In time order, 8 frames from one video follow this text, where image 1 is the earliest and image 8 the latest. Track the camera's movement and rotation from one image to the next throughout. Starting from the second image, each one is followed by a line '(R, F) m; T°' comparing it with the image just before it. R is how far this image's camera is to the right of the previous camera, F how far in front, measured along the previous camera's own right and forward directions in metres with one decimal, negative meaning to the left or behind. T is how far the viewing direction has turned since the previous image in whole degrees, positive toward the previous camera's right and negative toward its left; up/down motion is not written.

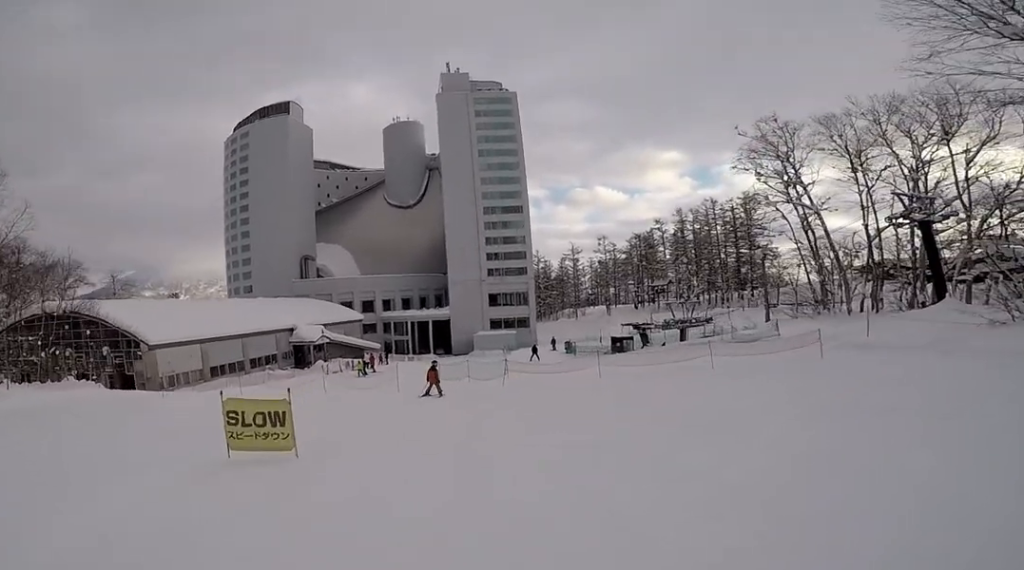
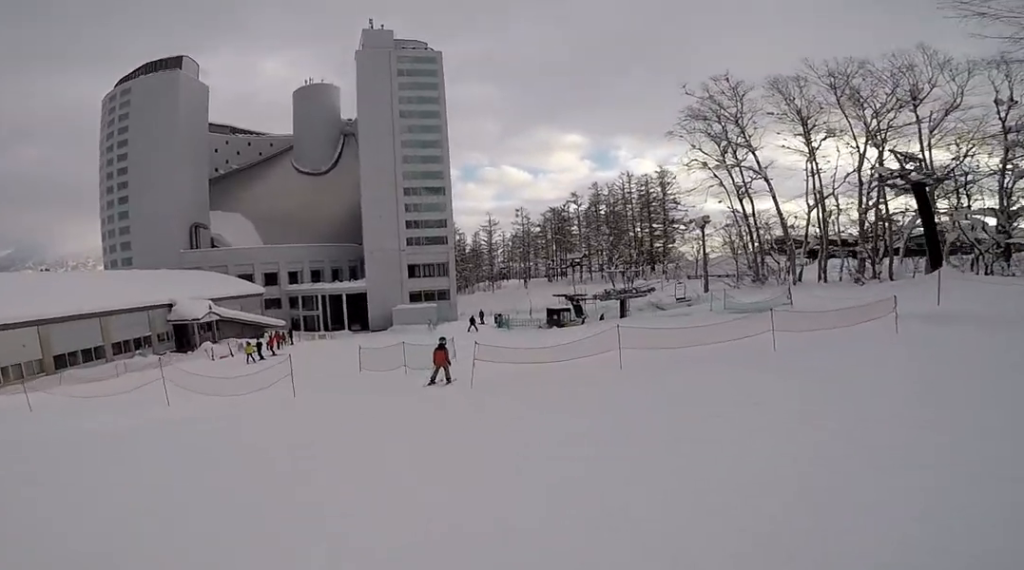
(-0.2, +7.4) m; -3°
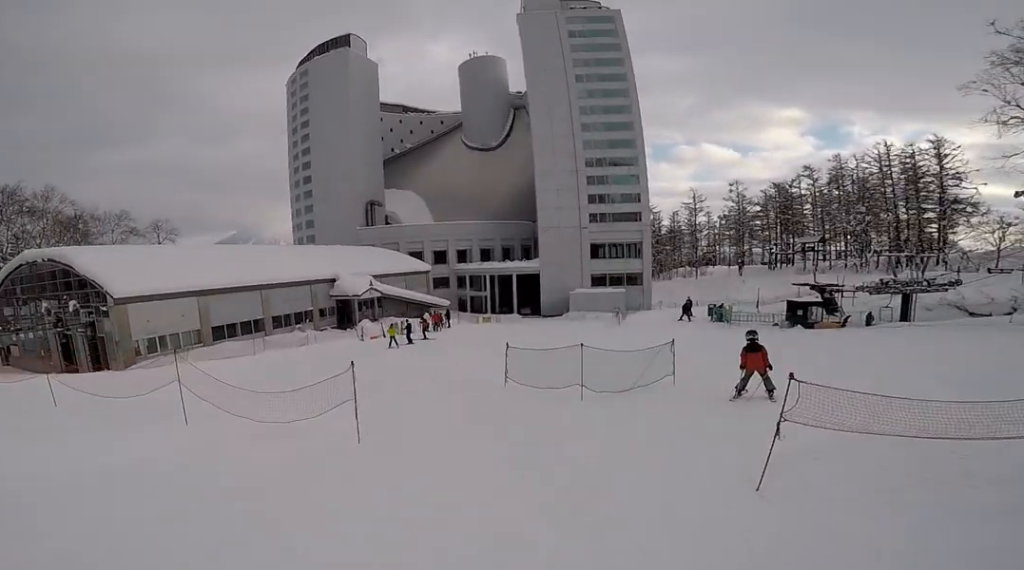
(+0.3, +5.9) m; -2°
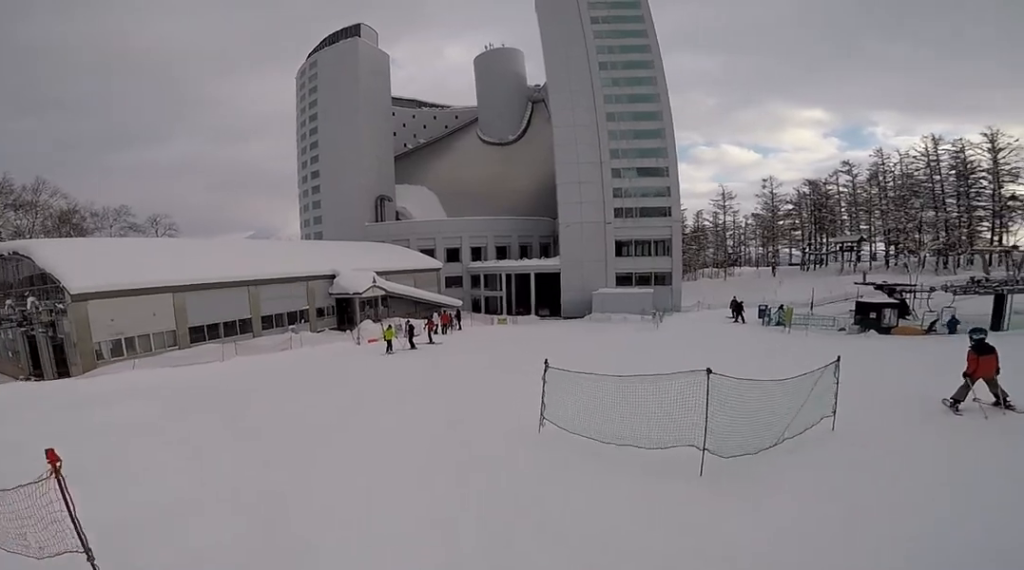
(-0.4, +4.4) m; -5°
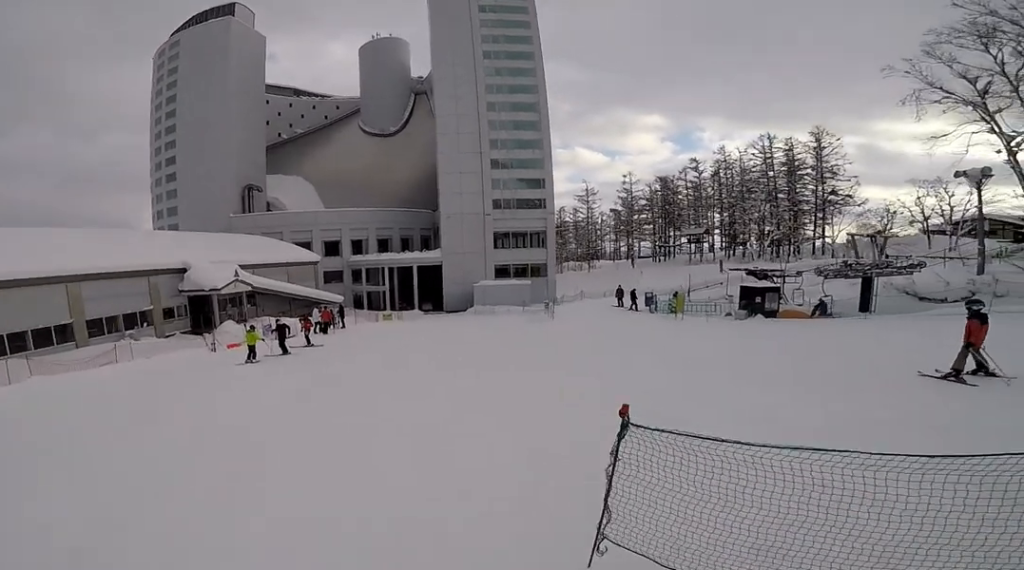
(-0.1, +4.0) m; +2°
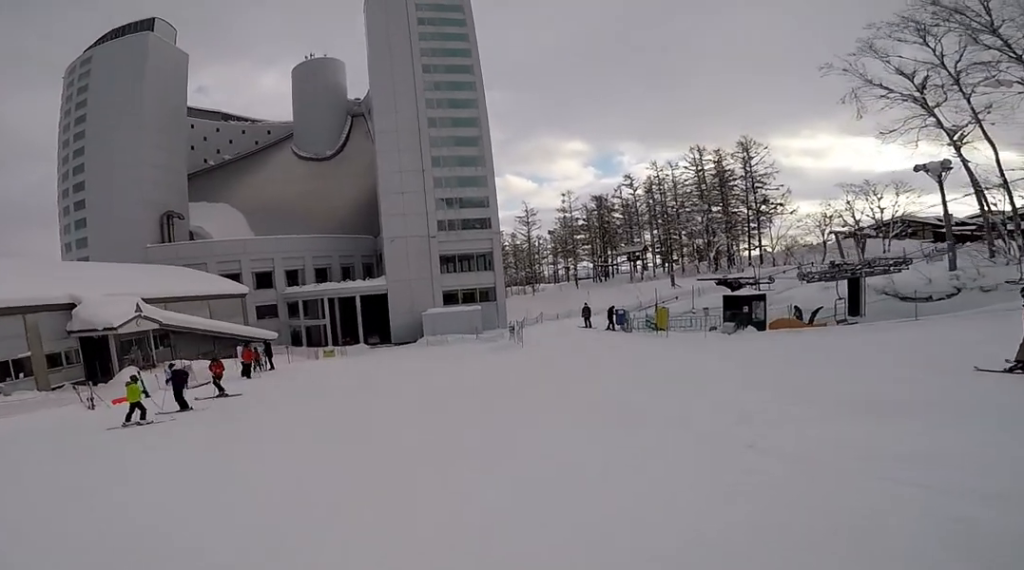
(+0.3, +4.3) m; +4°
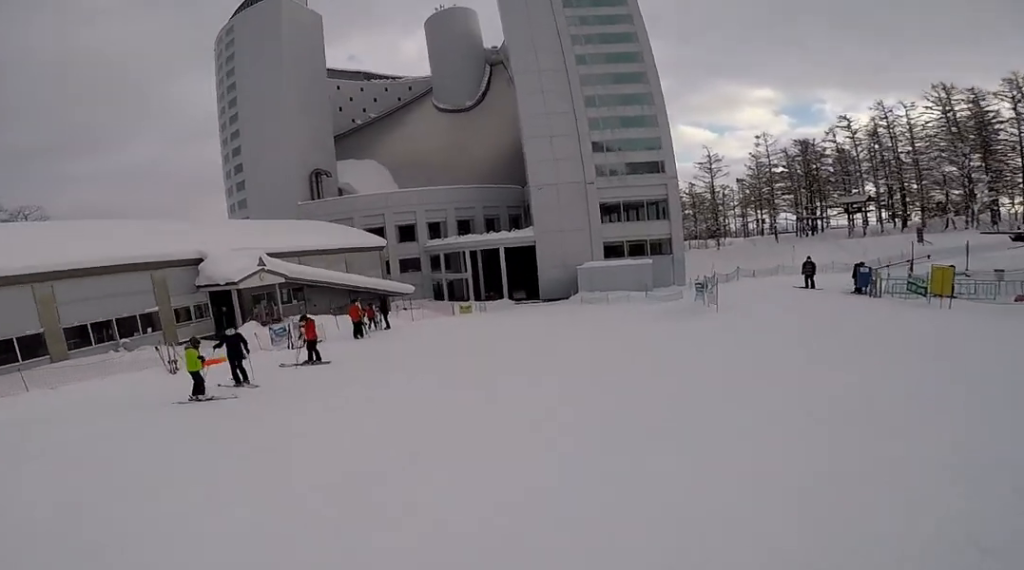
(+0.2, +4.1) m; -8°
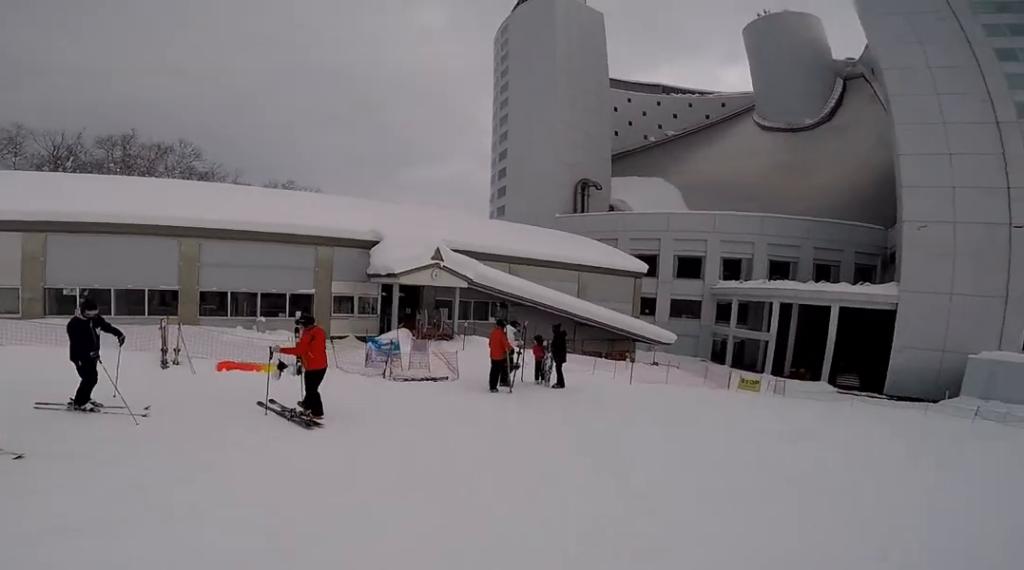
(-2.5, +6.7) m; -42°
